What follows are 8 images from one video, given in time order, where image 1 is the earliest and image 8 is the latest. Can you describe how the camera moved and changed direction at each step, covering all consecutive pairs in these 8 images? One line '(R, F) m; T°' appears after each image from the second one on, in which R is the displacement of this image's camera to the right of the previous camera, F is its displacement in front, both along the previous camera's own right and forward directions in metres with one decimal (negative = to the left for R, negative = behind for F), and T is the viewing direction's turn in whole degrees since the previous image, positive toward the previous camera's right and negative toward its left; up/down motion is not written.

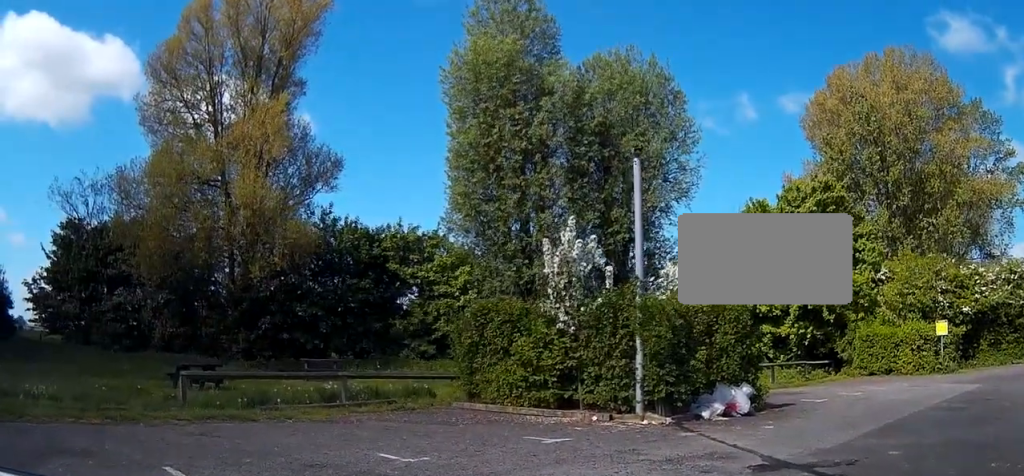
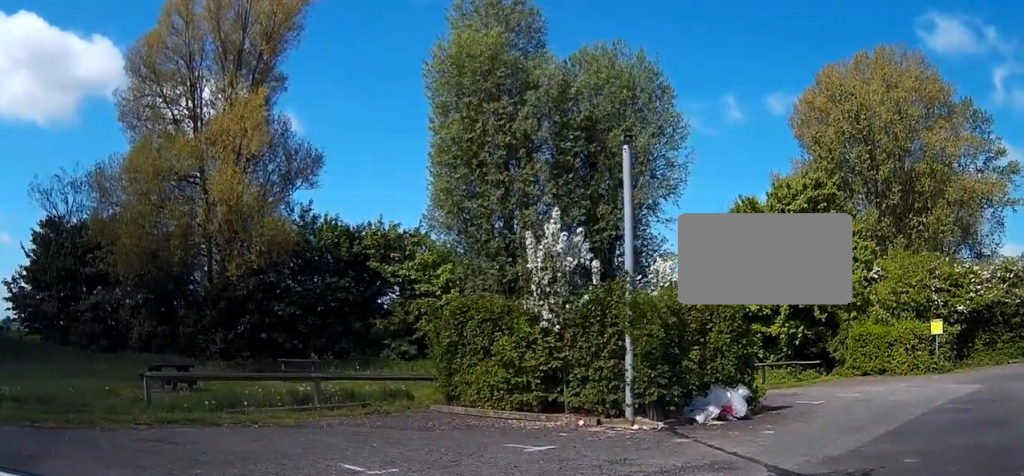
(0.0, +0.9) m; 0°
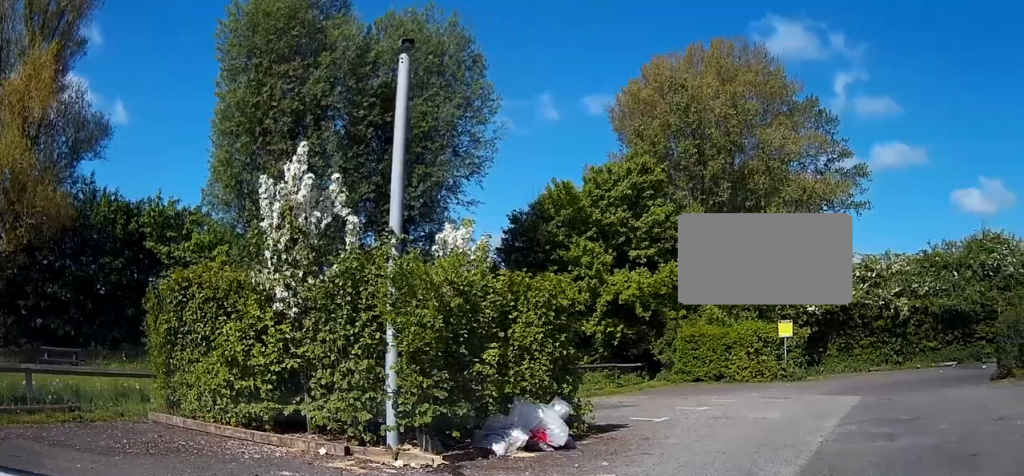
(0.0, +4.2) m; +5°
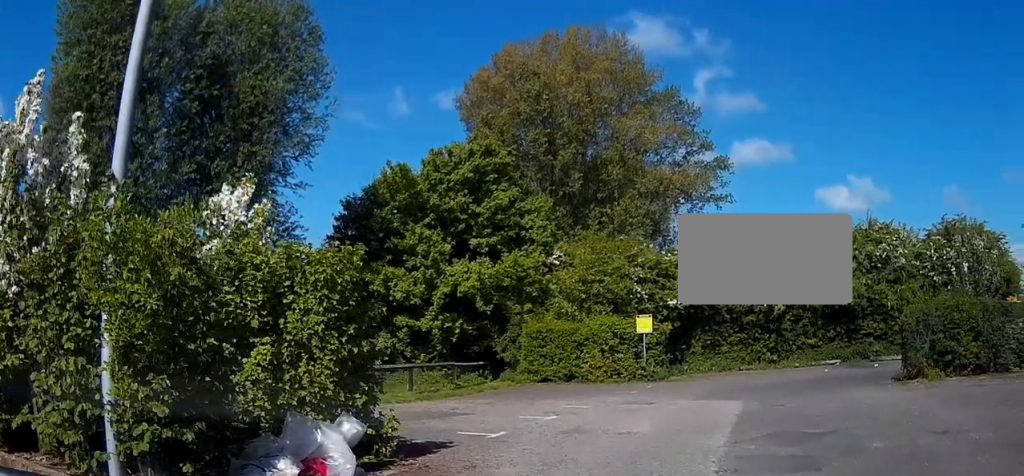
(+0.2, +2.8) m; +8°
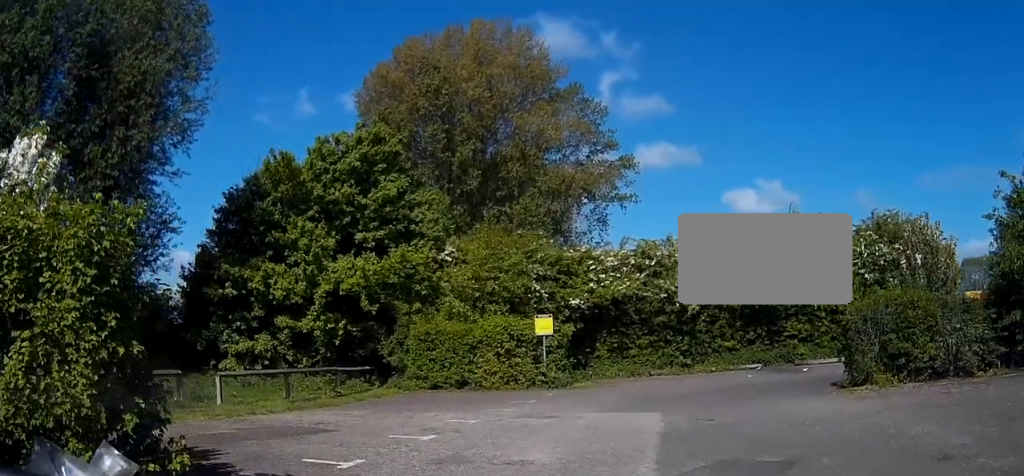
(+0.1, +2.8) m; +5°
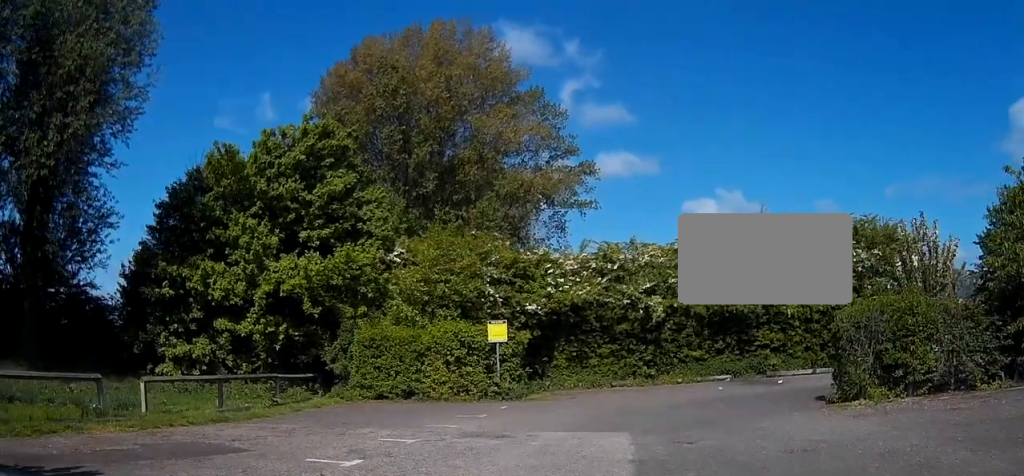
(+0.1, +1.9) m; +5°
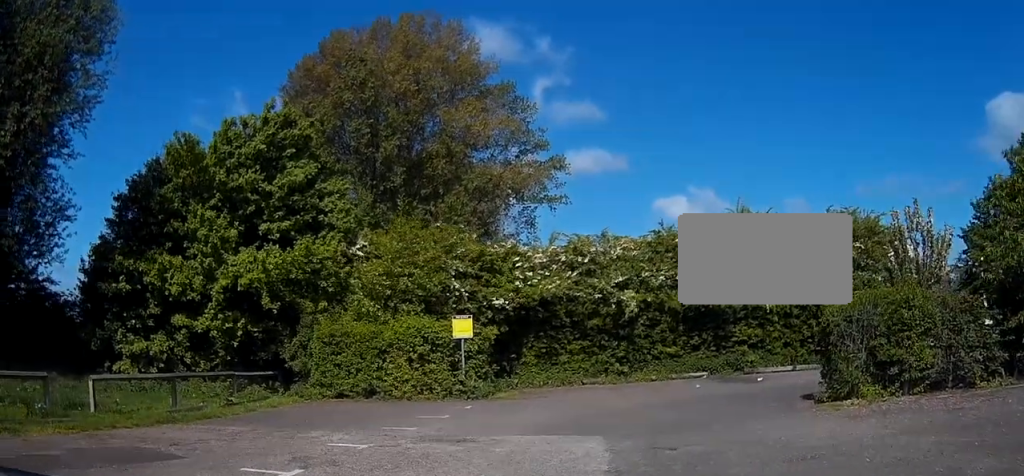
(0.0, +1.1) m; +4°
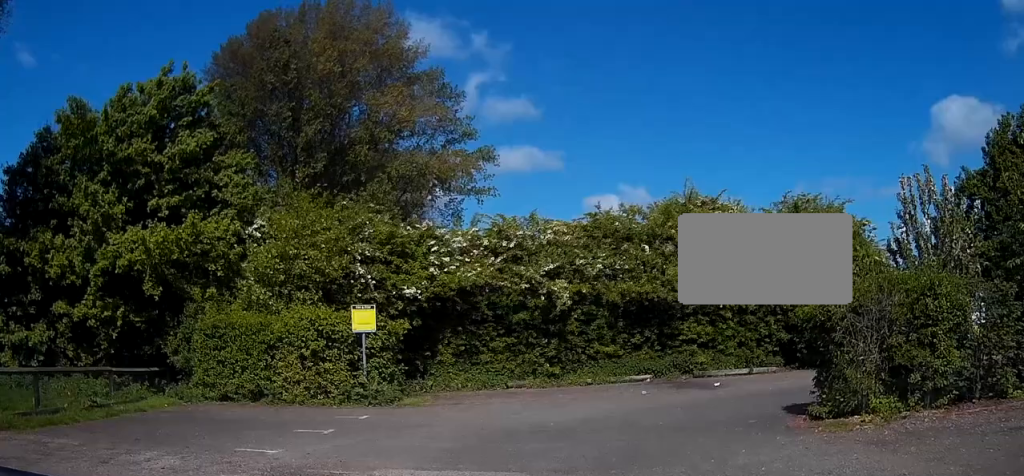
(+0.5, +3.3) m; +12°
